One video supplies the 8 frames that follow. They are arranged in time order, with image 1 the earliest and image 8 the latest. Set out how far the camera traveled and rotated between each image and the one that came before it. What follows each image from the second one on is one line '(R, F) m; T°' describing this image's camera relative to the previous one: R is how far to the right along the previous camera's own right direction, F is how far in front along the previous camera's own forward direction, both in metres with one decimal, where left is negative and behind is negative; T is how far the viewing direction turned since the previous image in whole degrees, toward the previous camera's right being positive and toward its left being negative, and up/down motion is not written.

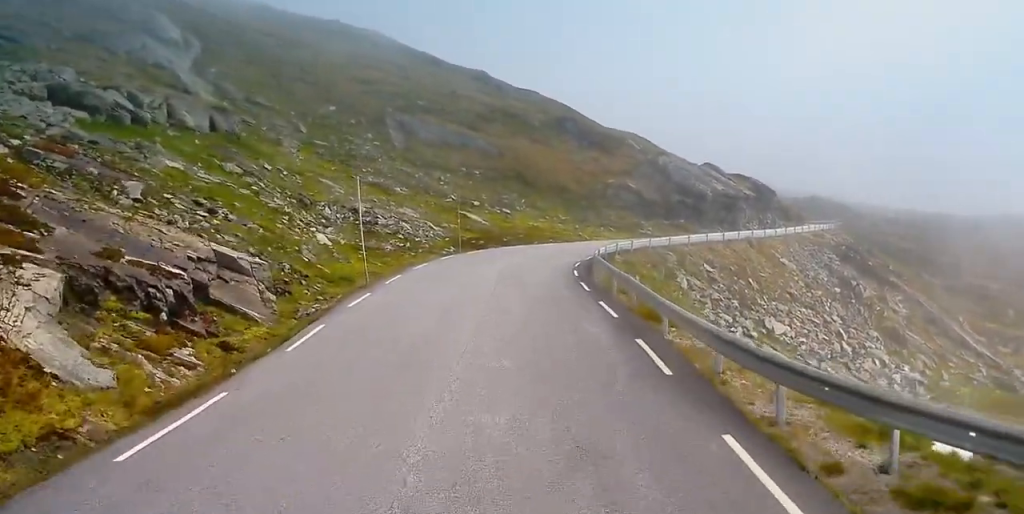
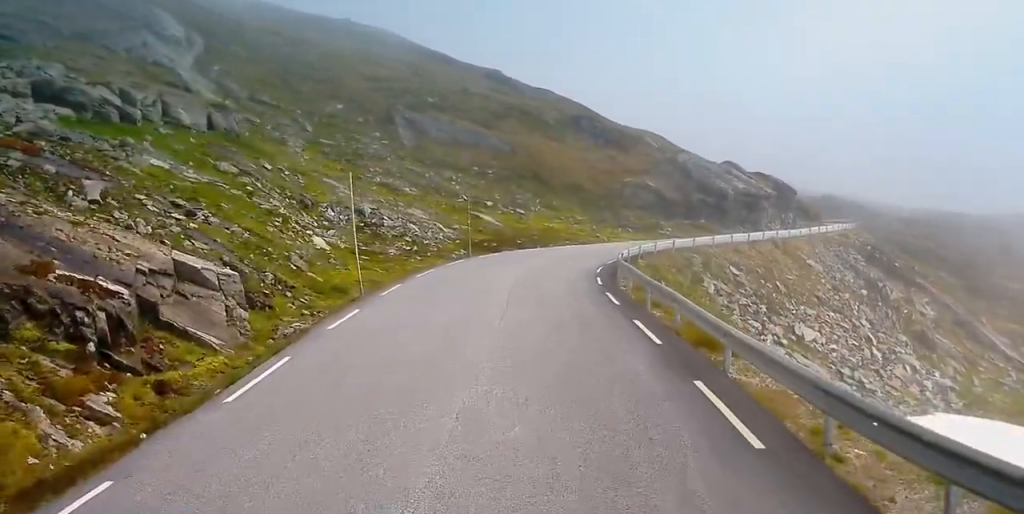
(0.0, +3.6) m; 0°
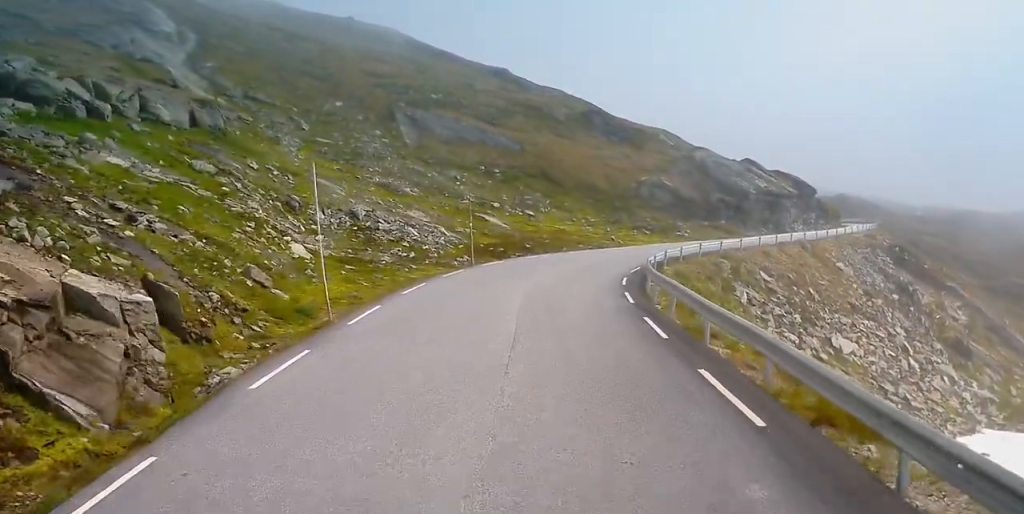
(0.0, +5.3) m; 0°
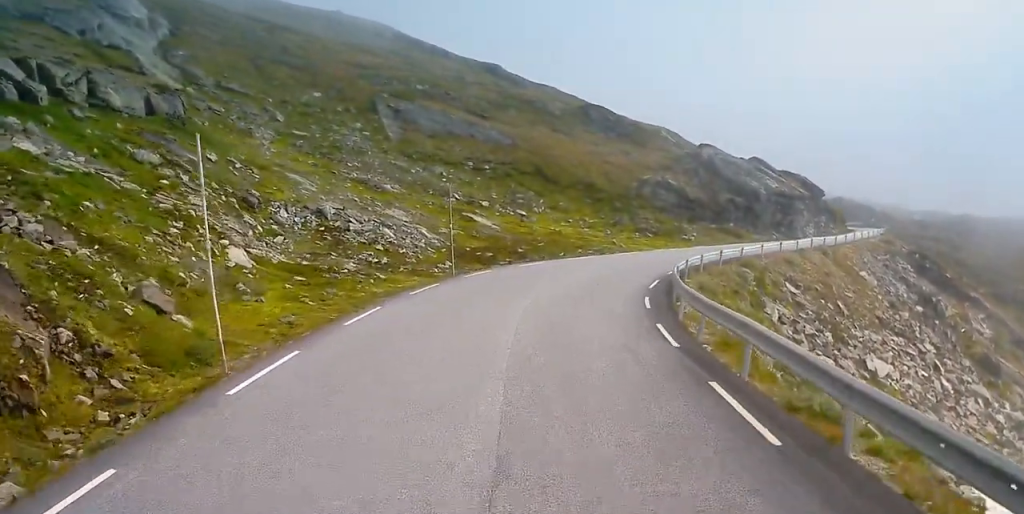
(0.0, +6.5) m; 0°
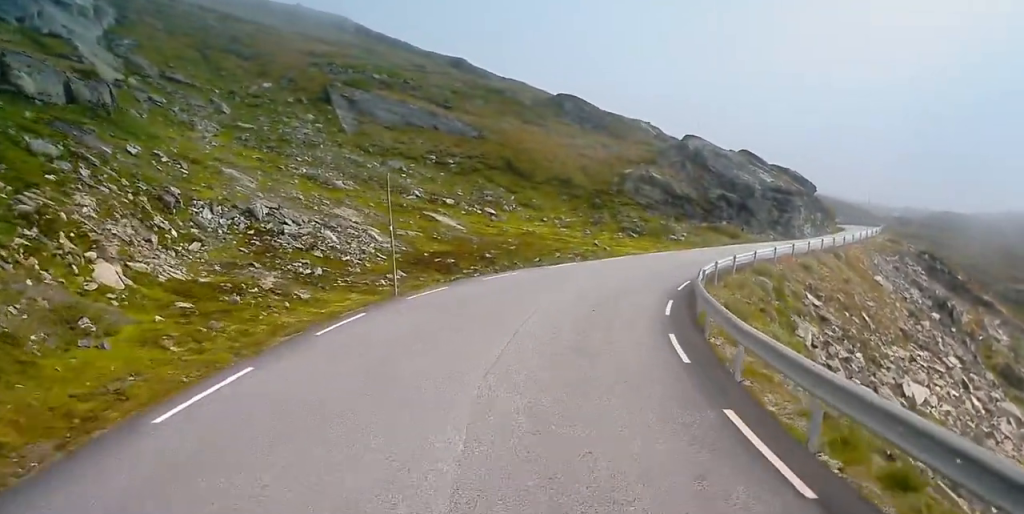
(0.0, +7.4) m; 0°
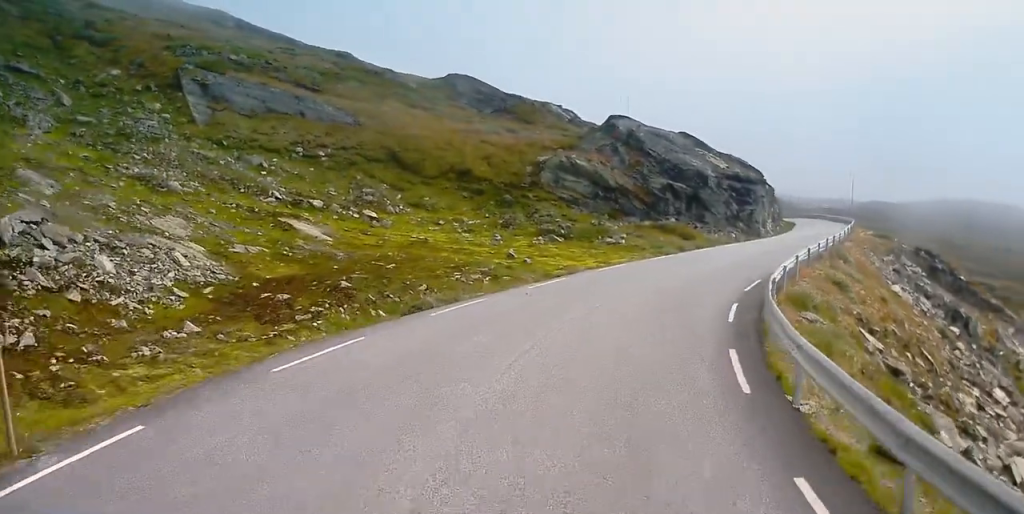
(0.0, +14.2) m; 0°
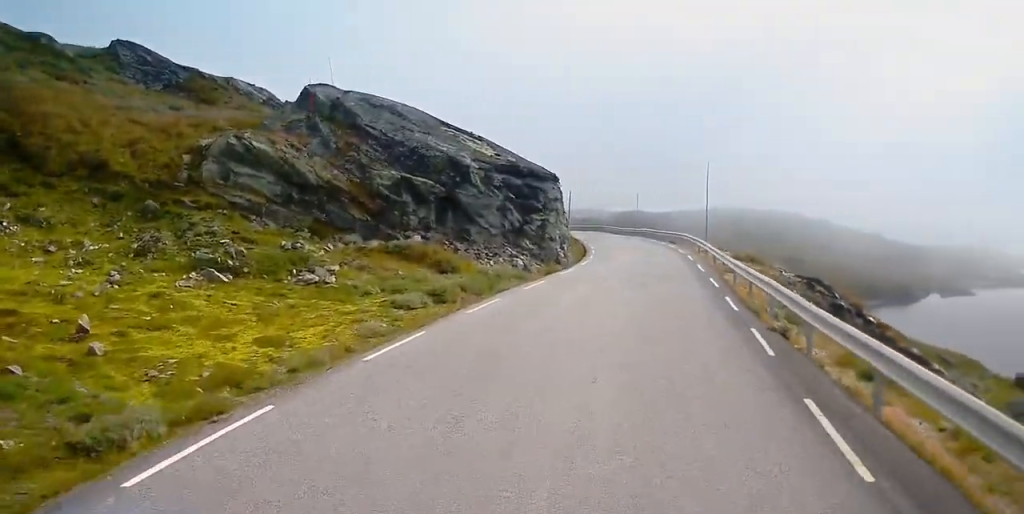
(+0.1, +20.9) m; +7°
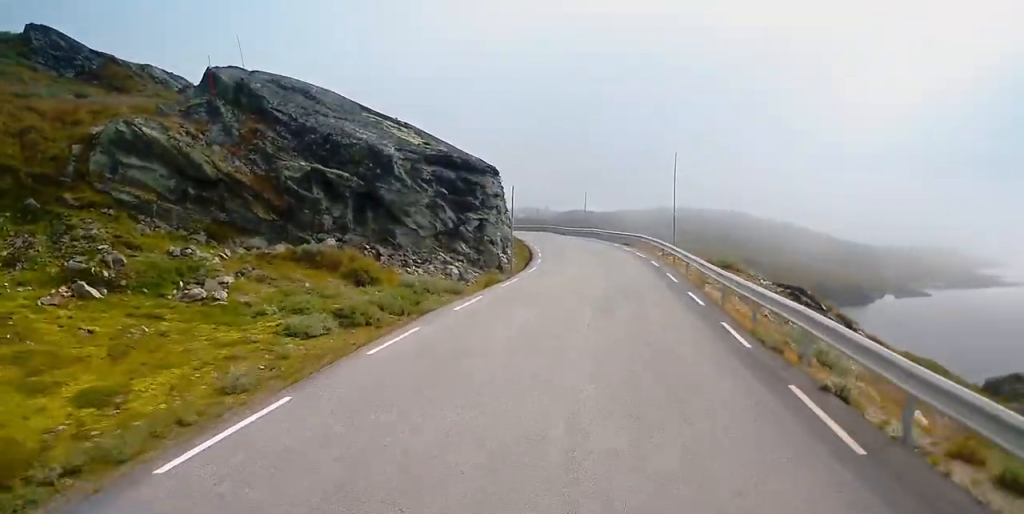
(-0.5, +5.2) m; +7°
